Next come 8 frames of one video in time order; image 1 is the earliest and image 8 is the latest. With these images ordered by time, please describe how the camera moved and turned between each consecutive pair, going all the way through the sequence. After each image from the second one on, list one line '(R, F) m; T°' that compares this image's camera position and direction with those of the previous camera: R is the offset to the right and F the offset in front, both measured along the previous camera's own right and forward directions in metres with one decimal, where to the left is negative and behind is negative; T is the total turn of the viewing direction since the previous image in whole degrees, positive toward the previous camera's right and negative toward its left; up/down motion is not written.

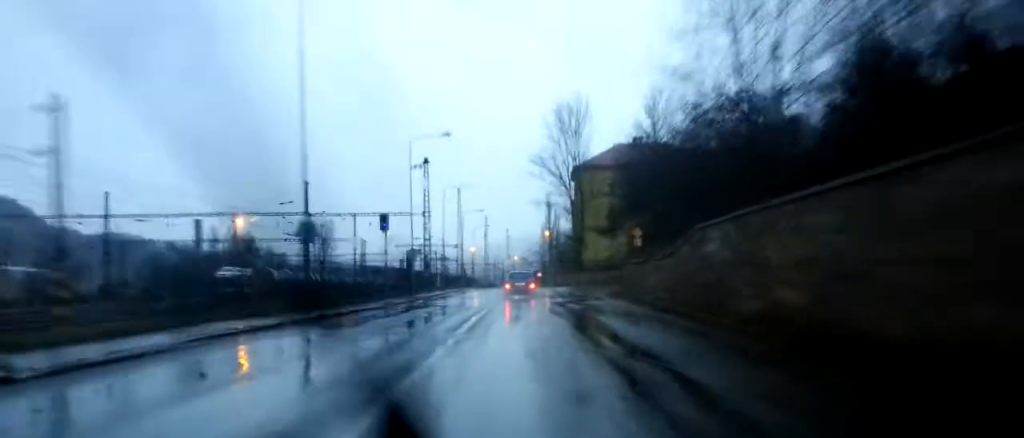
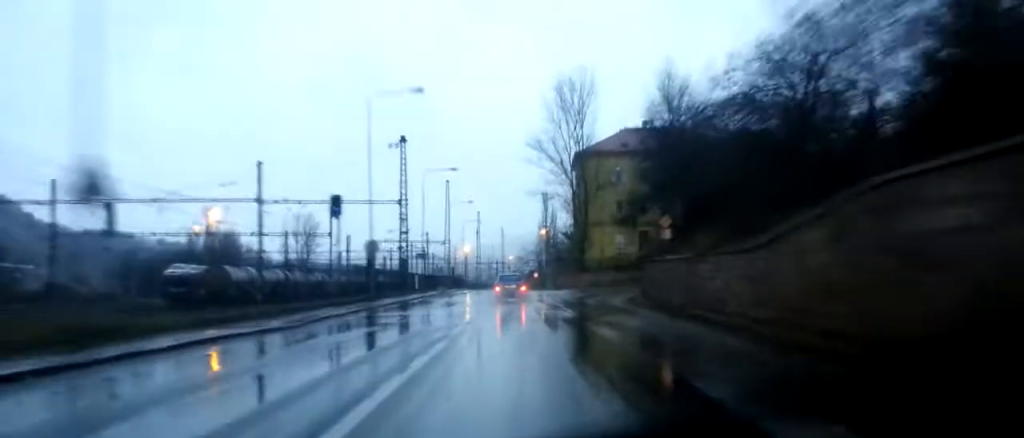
(0.0, +11.8) m; +1°
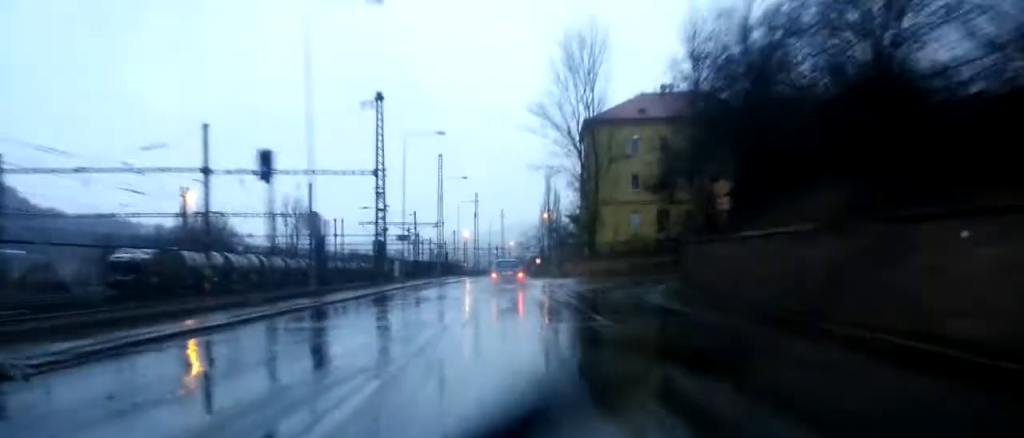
(+0.2, +10.9) m; +1°
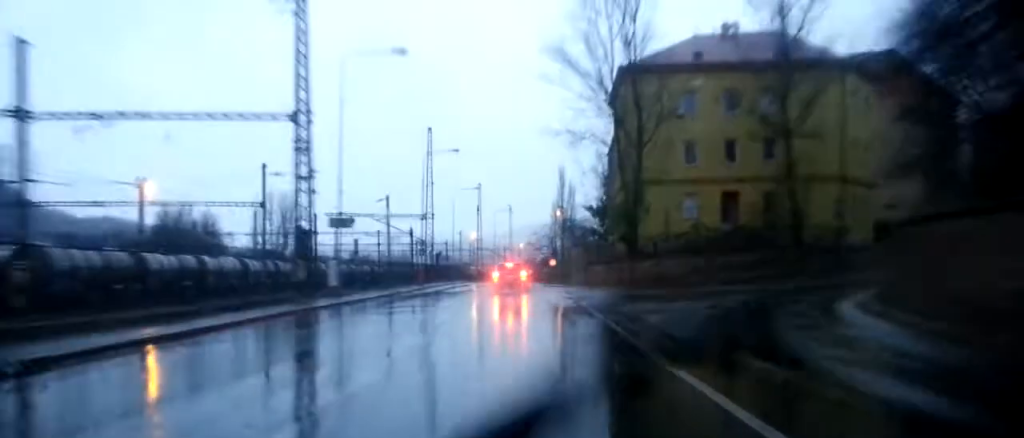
(-0.1, +21.0) m; 0°
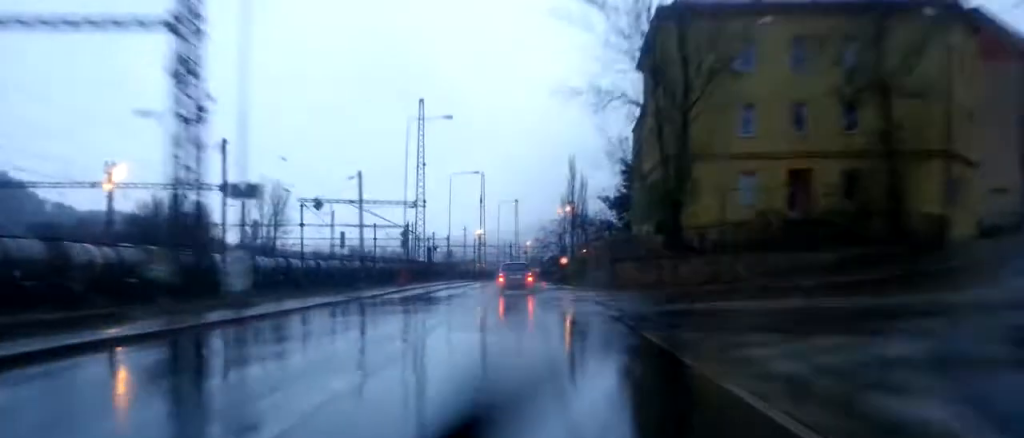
(0.0, +12.1) m; 0°
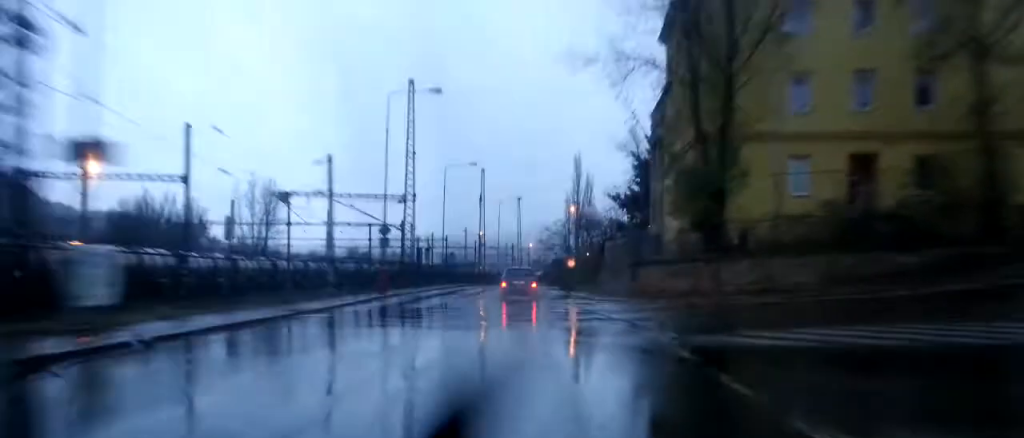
(0.0, +7.6) m; 0°
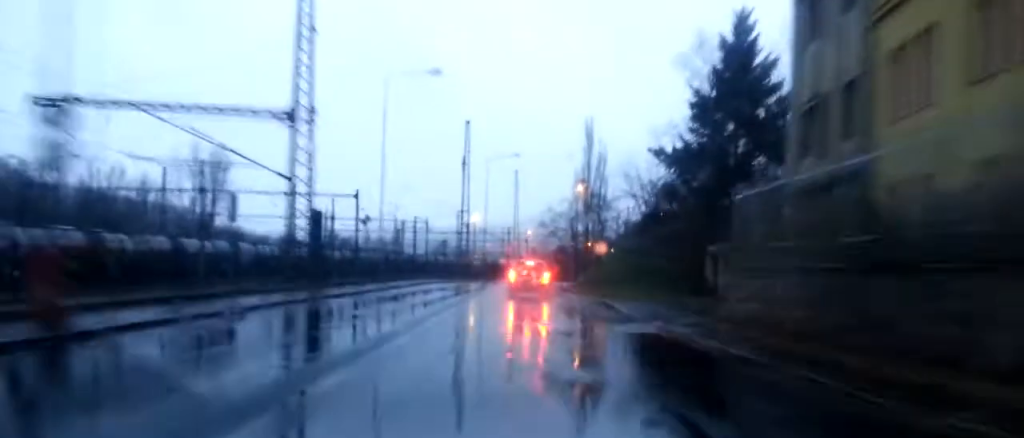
(-0.1, +27.9) m; 0°
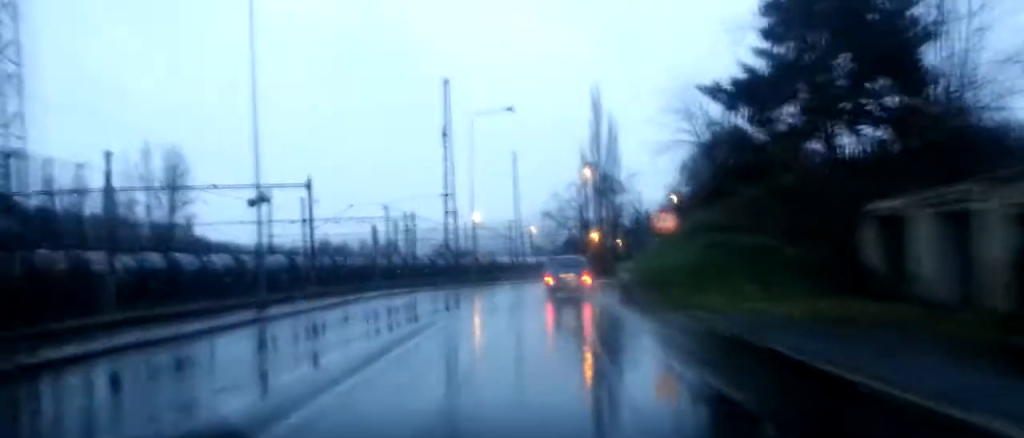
(0.0, +18.5) m; +1°
